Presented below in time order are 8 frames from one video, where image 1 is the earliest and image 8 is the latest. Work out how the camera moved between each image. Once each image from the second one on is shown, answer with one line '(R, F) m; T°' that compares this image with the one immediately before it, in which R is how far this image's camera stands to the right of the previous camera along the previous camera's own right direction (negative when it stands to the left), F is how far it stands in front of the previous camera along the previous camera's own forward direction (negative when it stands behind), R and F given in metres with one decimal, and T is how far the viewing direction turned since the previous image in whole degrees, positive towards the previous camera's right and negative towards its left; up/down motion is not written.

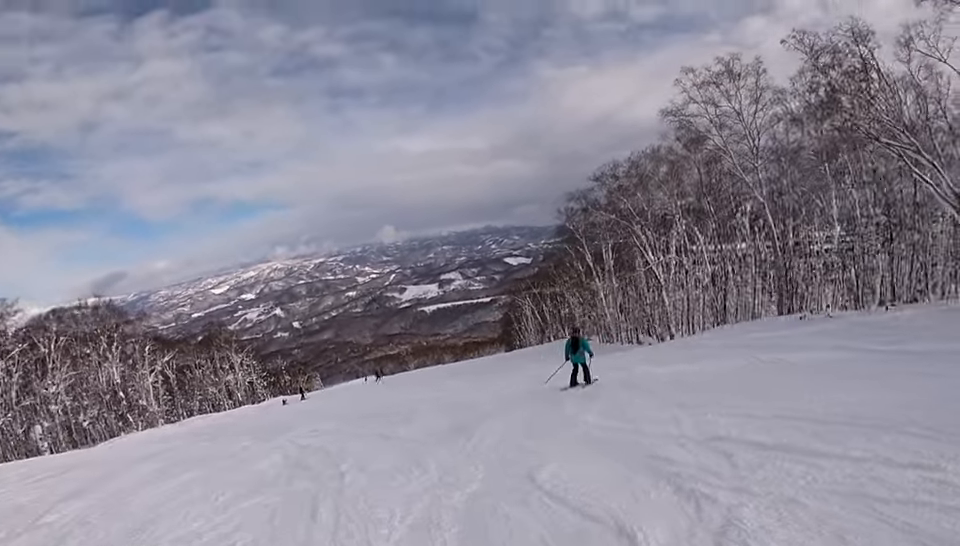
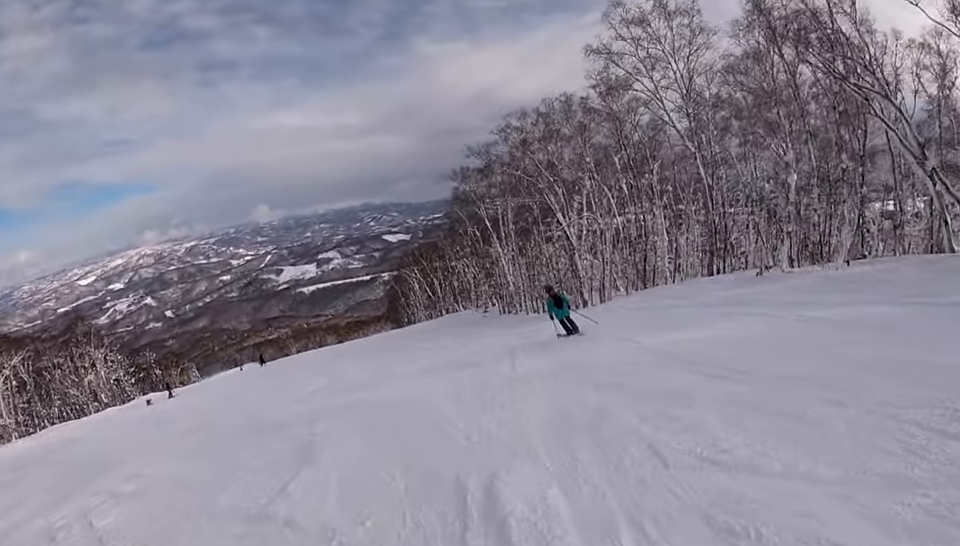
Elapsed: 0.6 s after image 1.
(0.0, +4.7) m; +14°
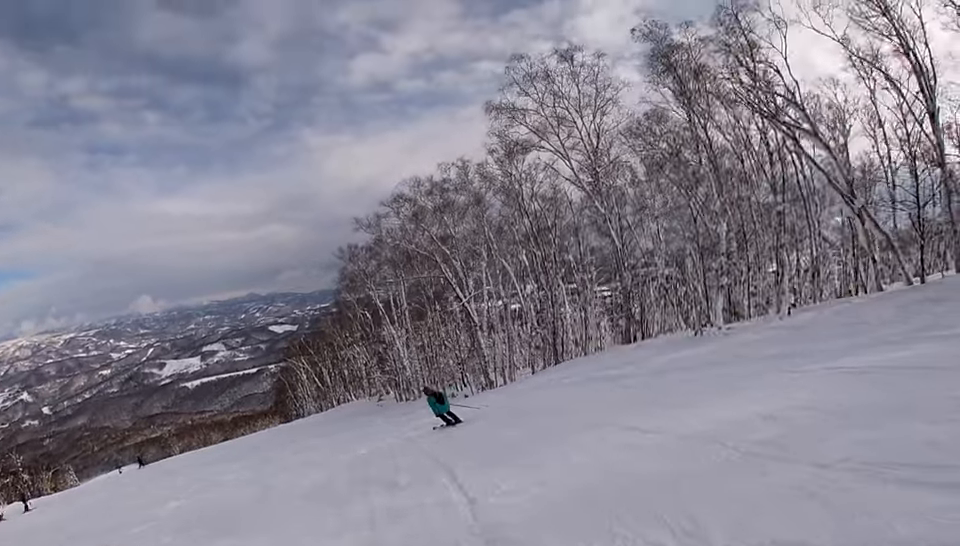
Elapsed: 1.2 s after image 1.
(+0.1, +3.8) m; +7°
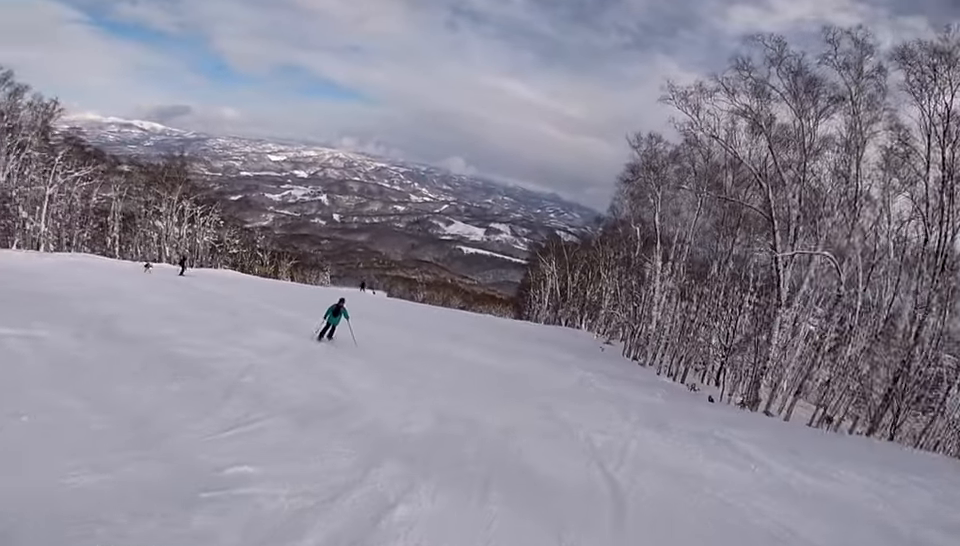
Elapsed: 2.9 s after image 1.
(-0.7, +11.9) m; -34°
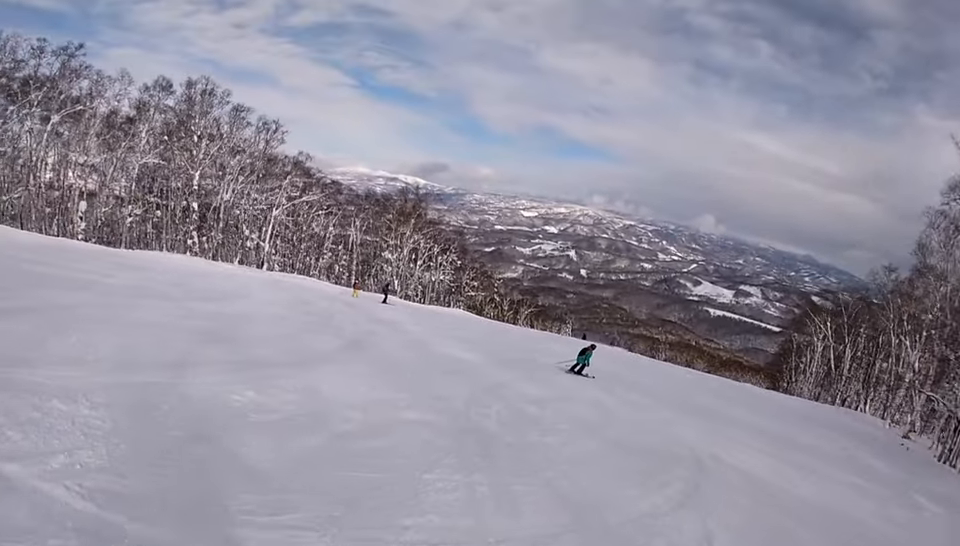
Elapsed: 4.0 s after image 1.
(-2.1, +8.8) m; -10°
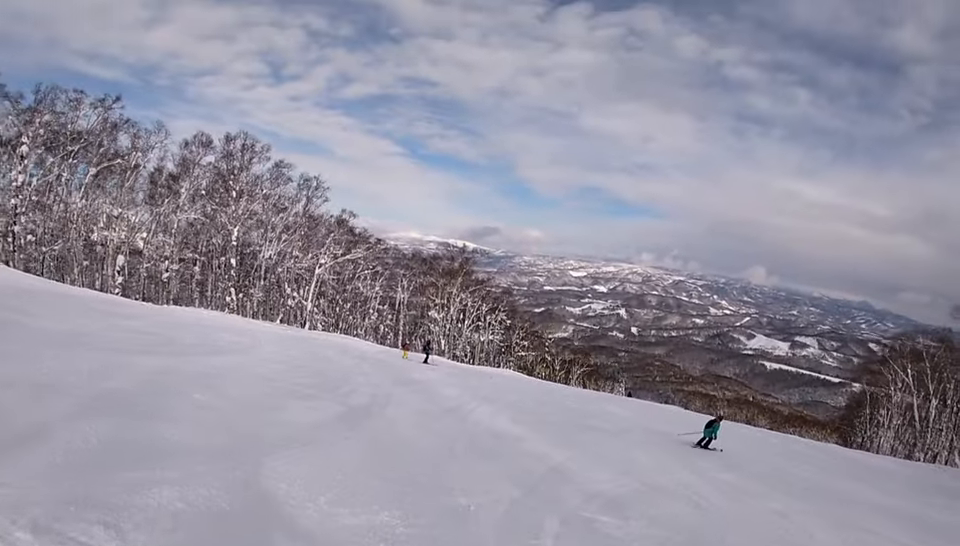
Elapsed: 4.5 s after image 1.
(+0.3, +3.7) m; +6°
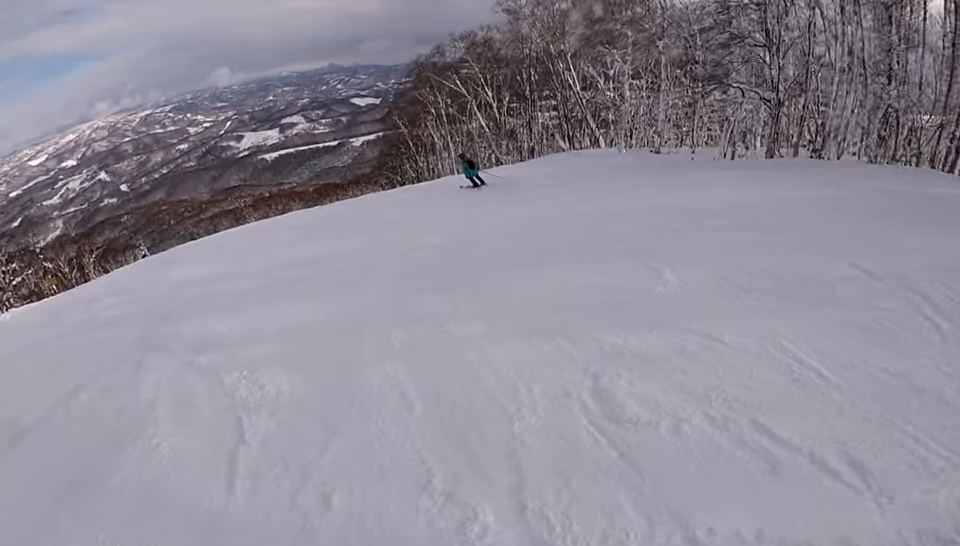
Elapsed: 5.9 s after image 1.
(+1.6, +10.2) m; +25°
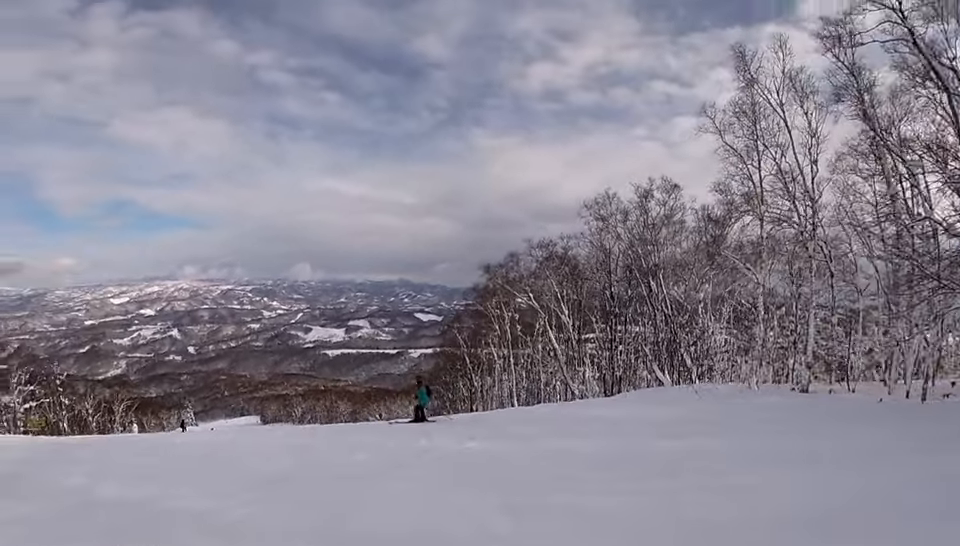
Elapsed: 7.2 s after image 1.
(+1.2, +7.9) m; -4°
